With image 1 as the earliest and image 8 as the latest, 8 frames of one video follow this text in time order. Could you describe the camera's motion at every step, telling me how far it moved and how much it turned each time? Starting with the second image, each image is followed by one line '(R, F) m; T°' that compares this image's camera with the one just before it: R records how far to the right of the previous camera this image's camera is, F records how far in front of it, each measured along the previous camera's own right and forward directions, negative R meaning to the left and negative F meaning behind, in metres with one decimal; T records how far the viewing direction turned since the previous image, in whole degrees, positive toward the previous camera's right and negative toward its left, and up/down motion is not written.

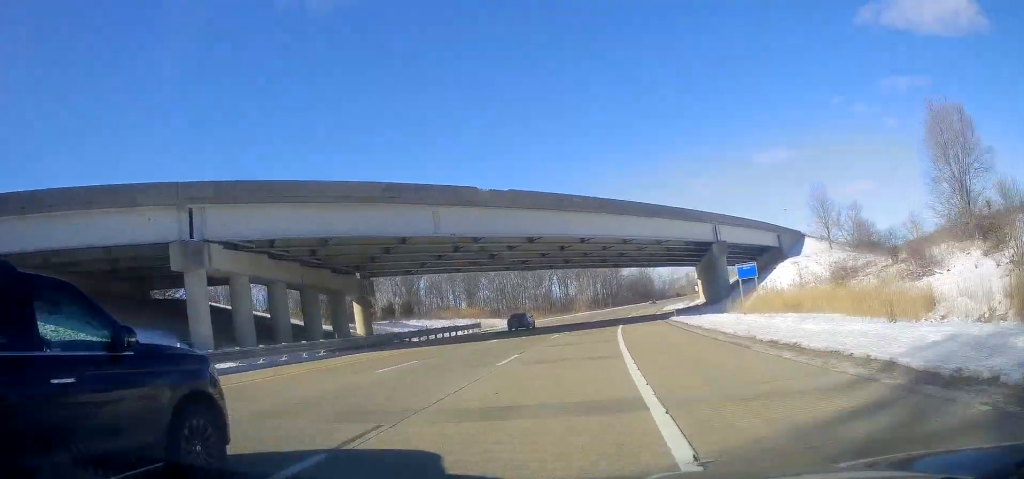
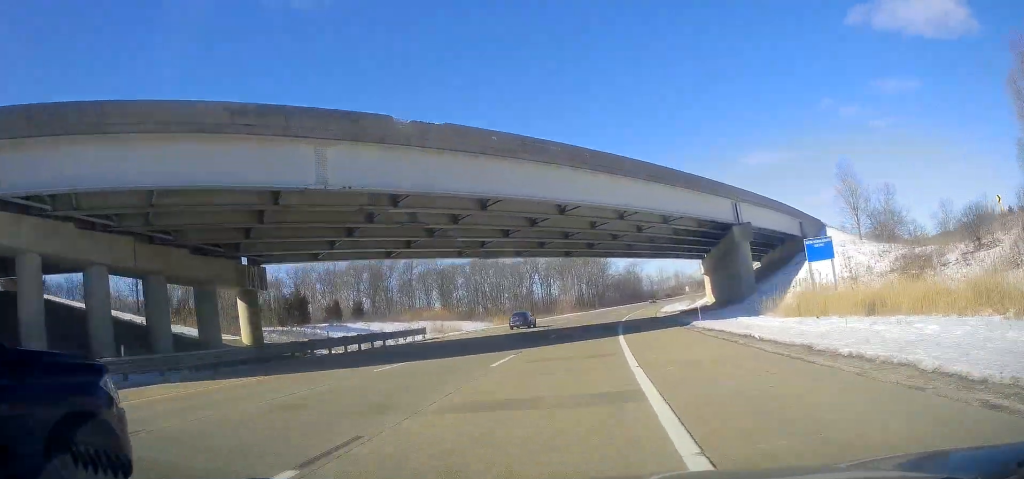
(0.0, +16.1) m; +1°
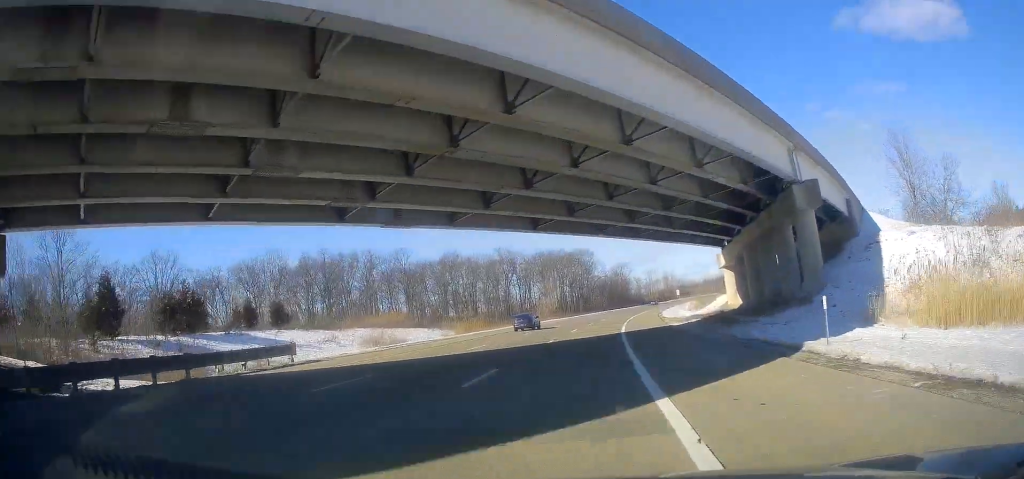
(0.0, +19.4) m; +1°
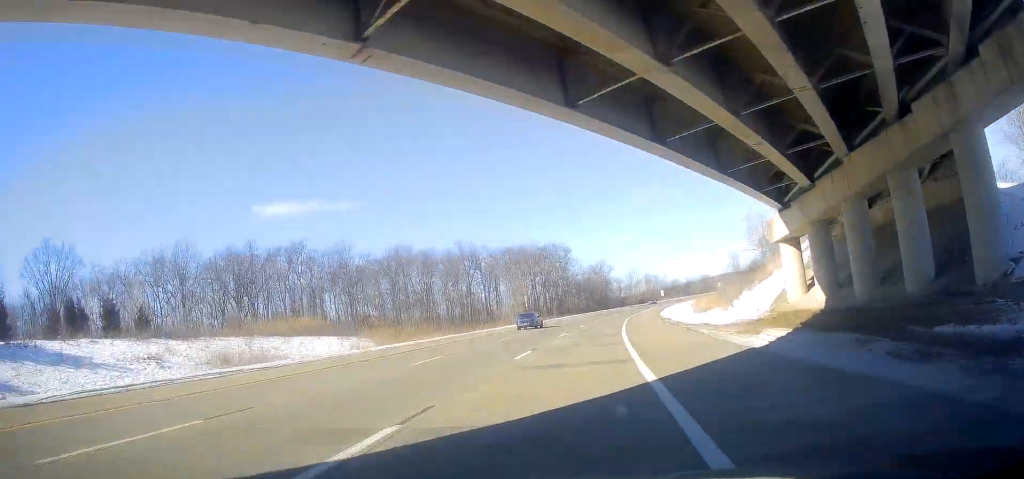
(+0.3, +23.8) m; +2°
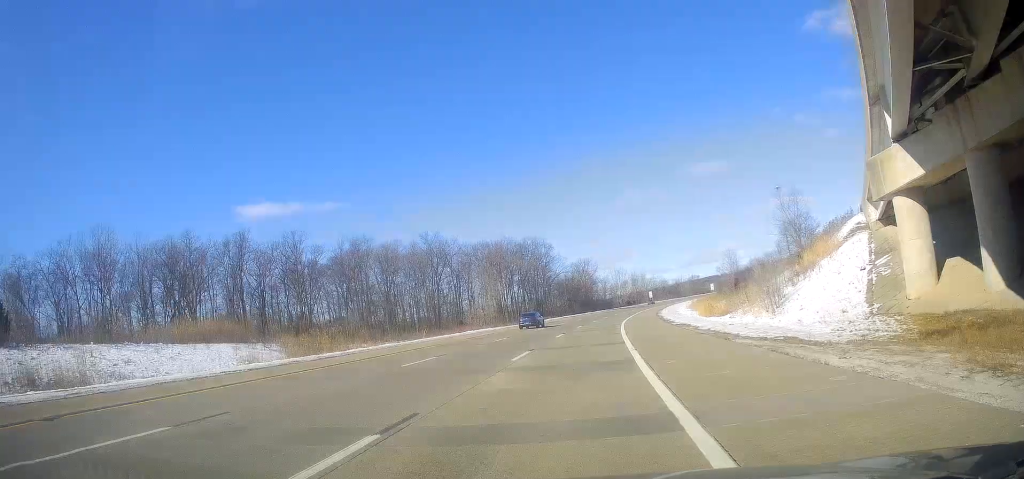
(+0.4, +16.2) m; +1°
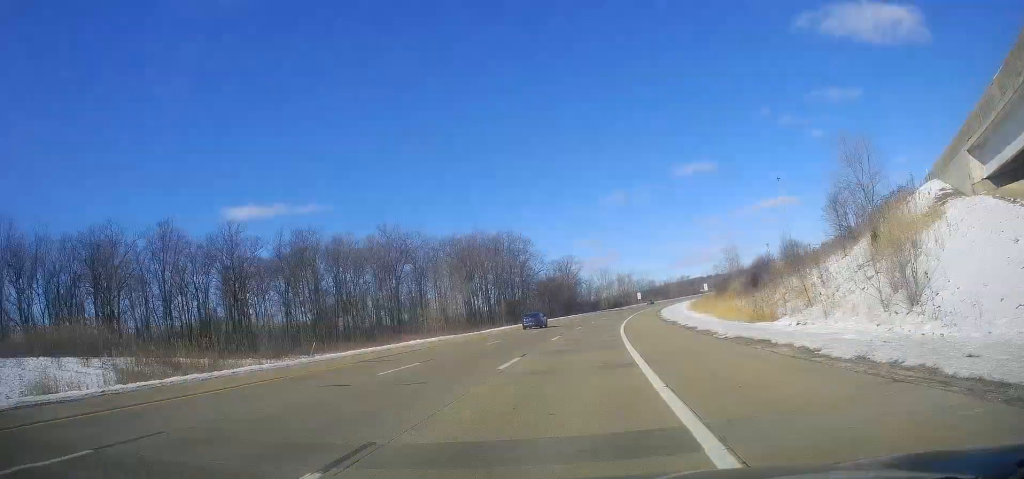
(+0.2, +17.3) m; +2°
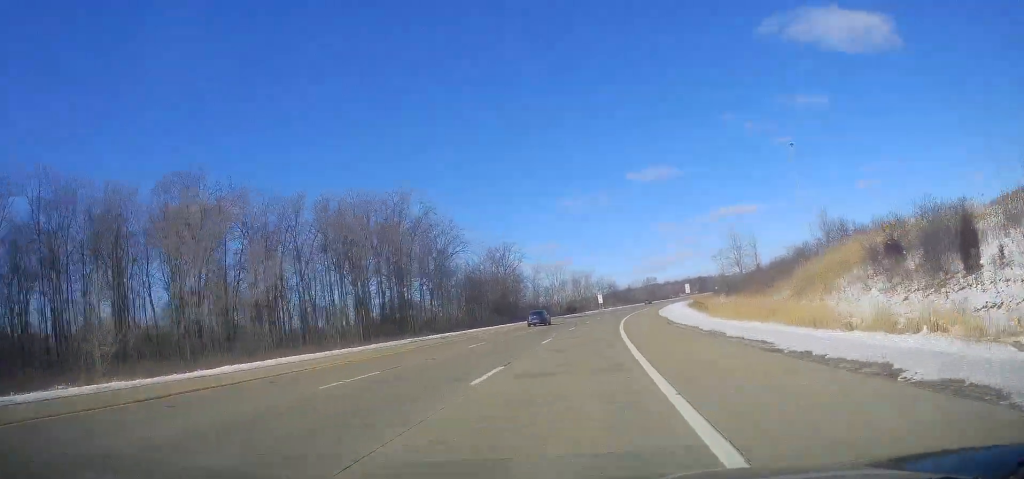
(+2.4, +49.5) m; +6°
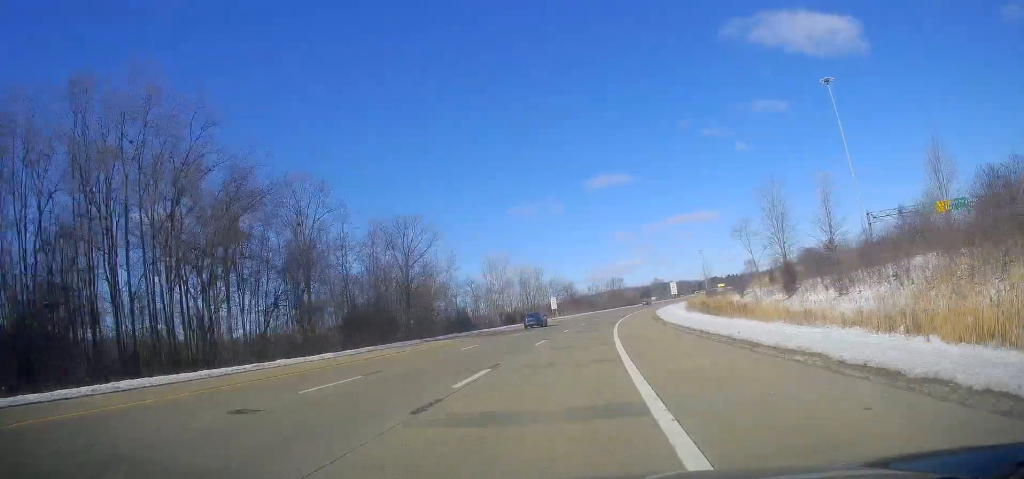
(+2.1, +45.4) m; +4°
